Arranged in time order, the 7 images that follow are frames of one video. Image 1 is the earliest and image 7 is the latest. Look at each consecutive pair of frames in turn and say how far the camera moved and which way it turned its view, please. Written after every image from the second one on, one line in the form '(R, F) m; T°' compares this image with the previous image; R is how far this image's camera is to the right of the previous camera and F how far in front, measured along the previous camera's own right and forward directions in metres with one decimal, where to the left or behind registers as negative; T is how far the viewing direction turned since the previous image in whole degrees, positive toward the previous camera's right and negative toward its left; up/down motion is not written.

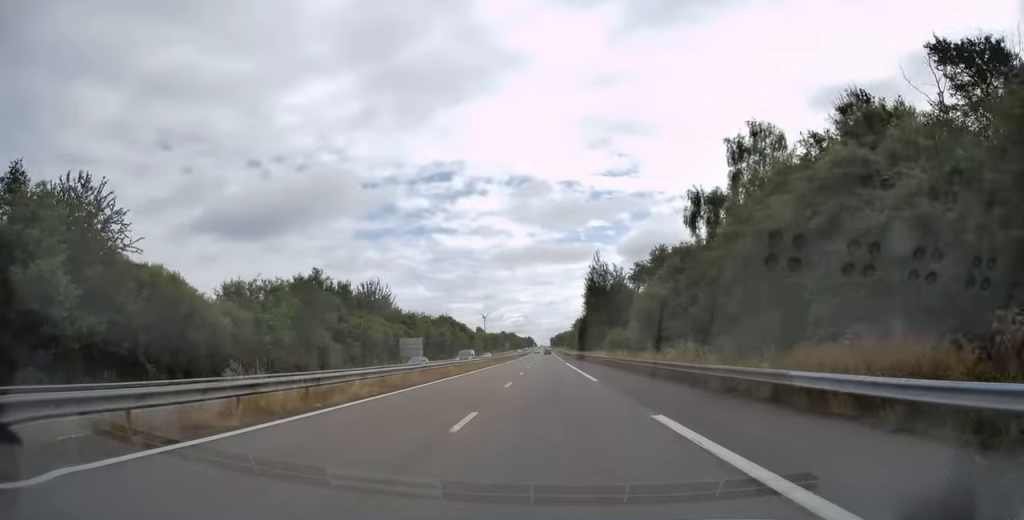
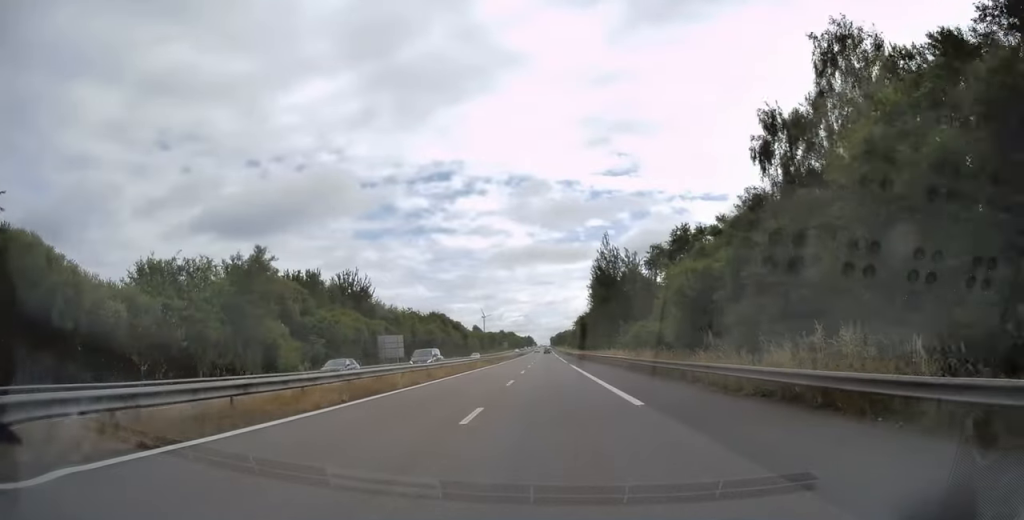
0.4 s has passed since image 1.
(0.0, +12.4) m; 0°
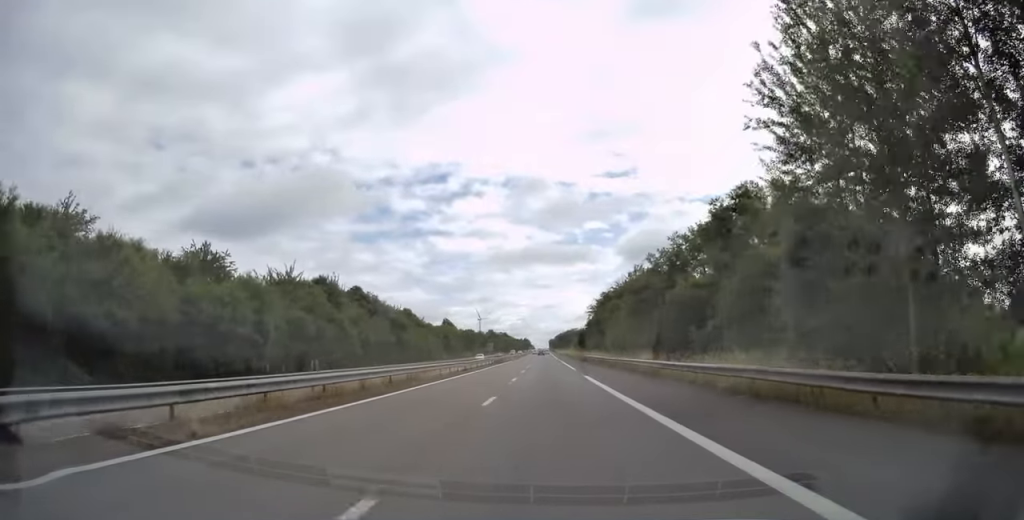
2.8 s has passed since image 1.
(-0.3, +74.2) m; 0°
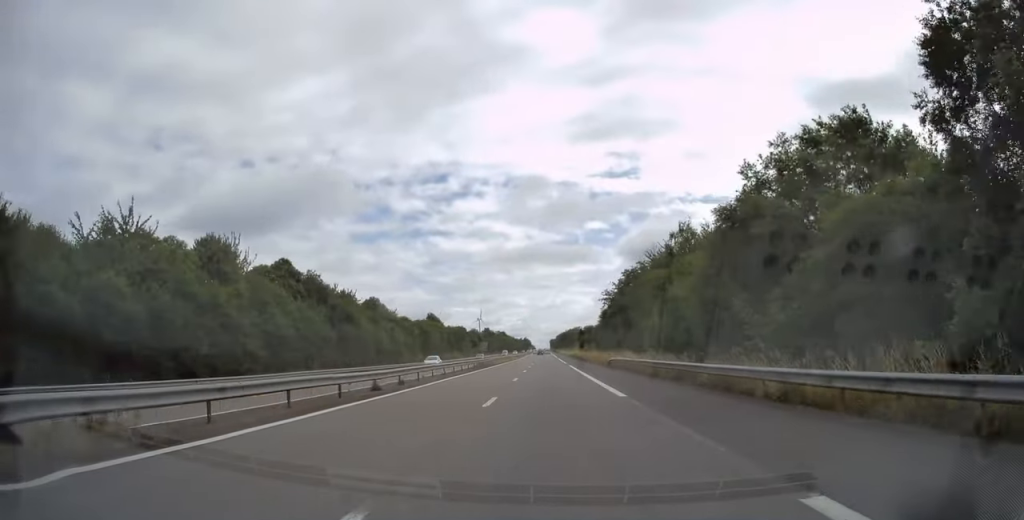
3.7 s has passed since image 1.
(0.0, +26.8) m; 0°
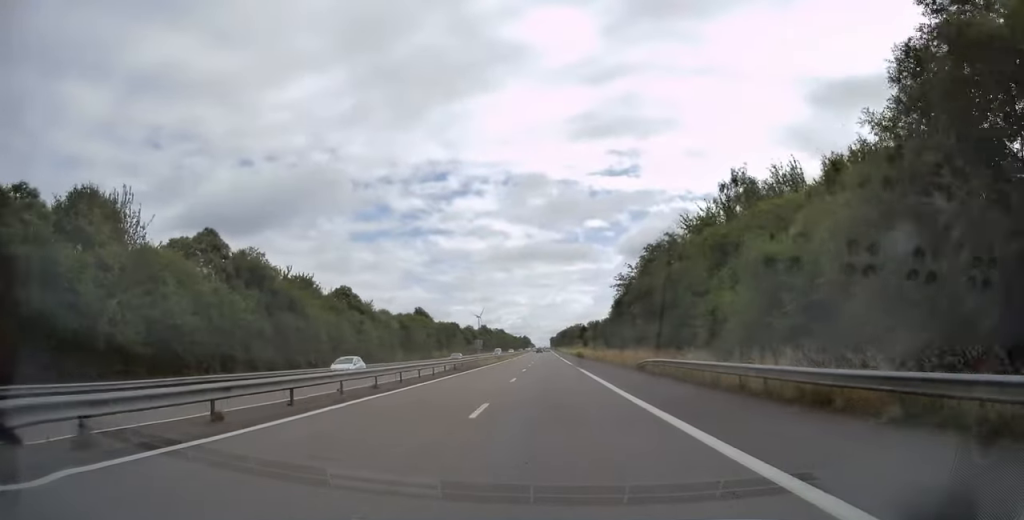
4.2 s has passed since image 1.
(+0.4, +16.0) m; 0°
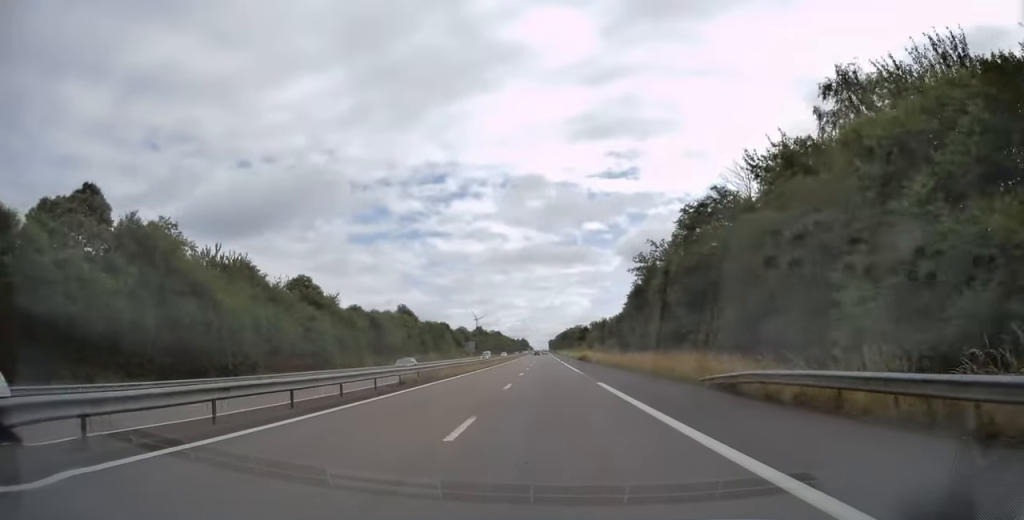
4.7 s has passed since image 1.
(-0.2, +16.0) m; 0°
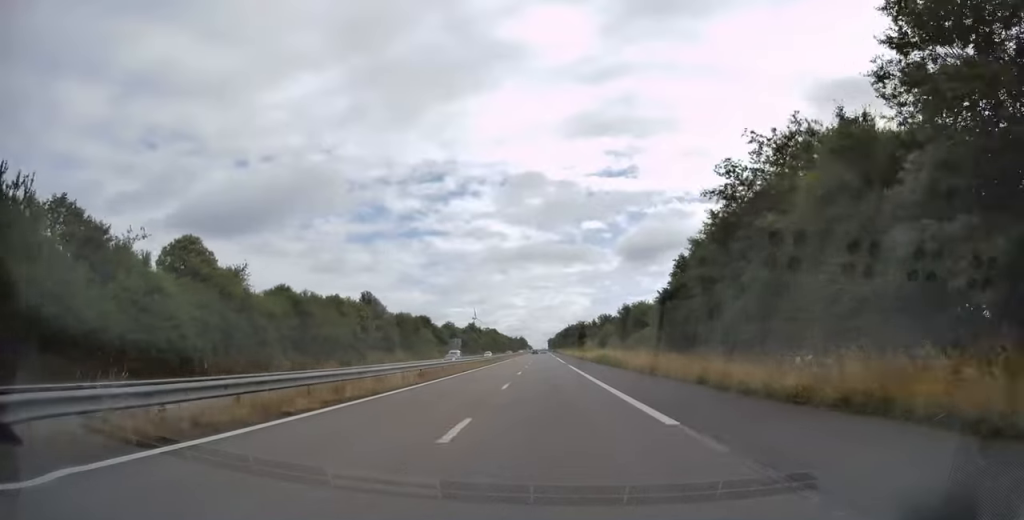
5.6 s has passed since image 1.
(-0.3, +26.8) m; 0°
